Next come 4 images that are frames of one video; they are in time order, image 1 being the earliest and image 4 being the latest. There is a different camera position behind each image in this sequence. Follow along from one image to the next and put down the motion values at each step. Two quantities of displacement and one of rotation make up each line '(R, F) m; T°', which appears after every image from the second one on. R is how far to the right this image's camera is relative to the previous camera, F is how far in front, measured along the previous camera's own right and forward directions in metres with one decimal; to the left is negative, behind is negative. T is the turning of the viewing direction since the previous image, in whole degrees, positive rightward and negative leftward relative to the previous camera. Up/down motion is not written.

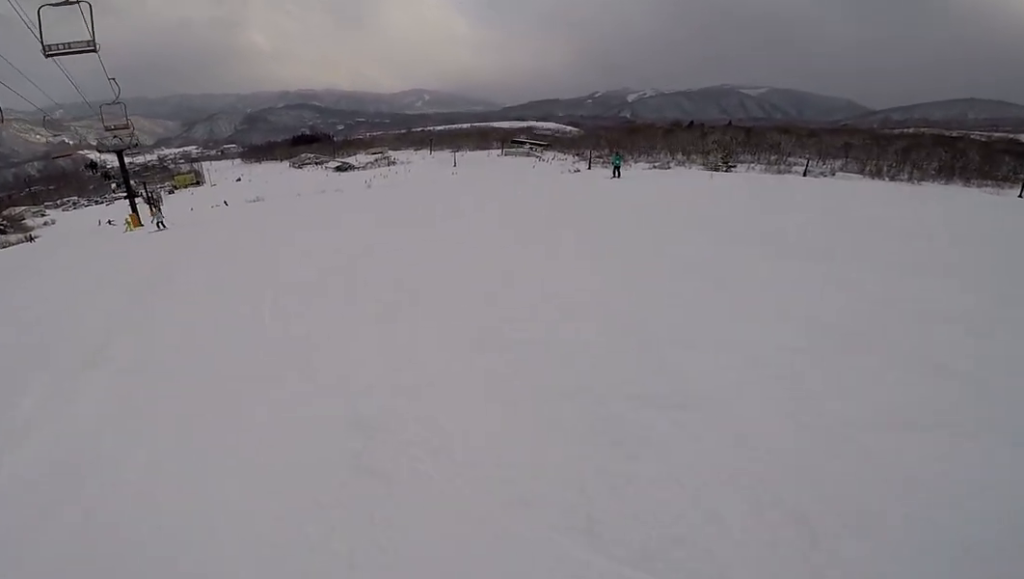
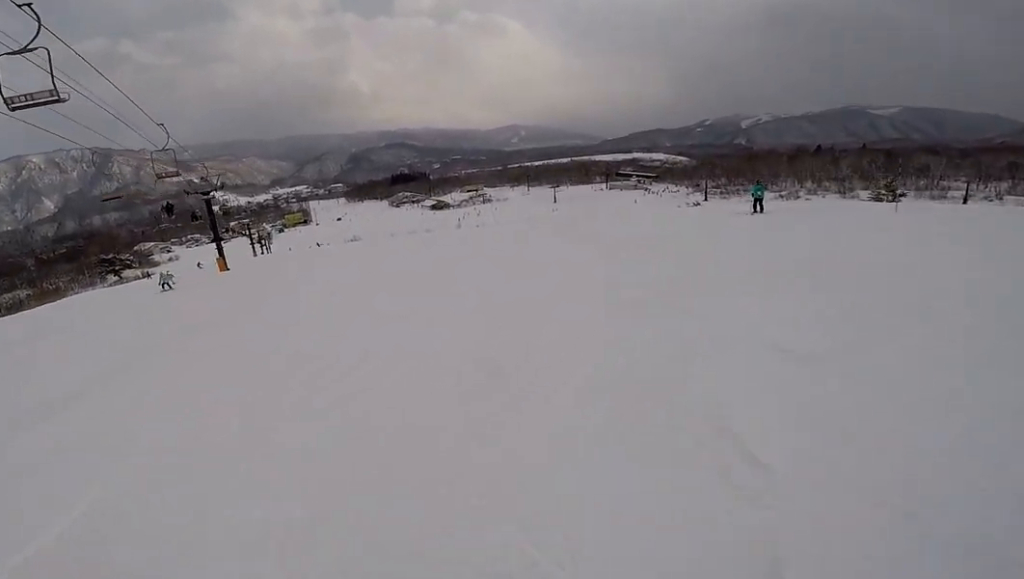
(-1.2, +4.4) m; -11°
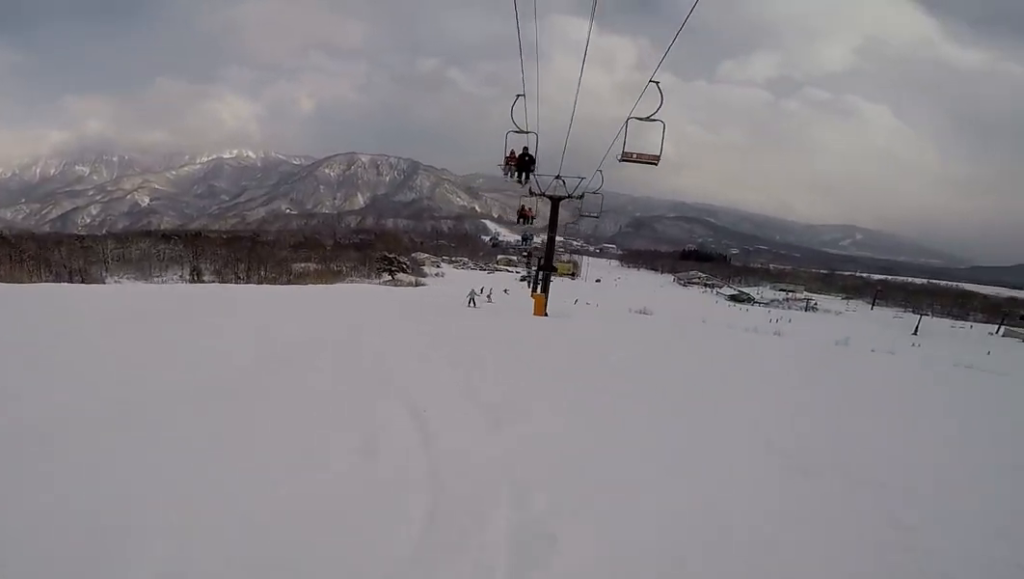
(-10.7, +12.6) m; -40°
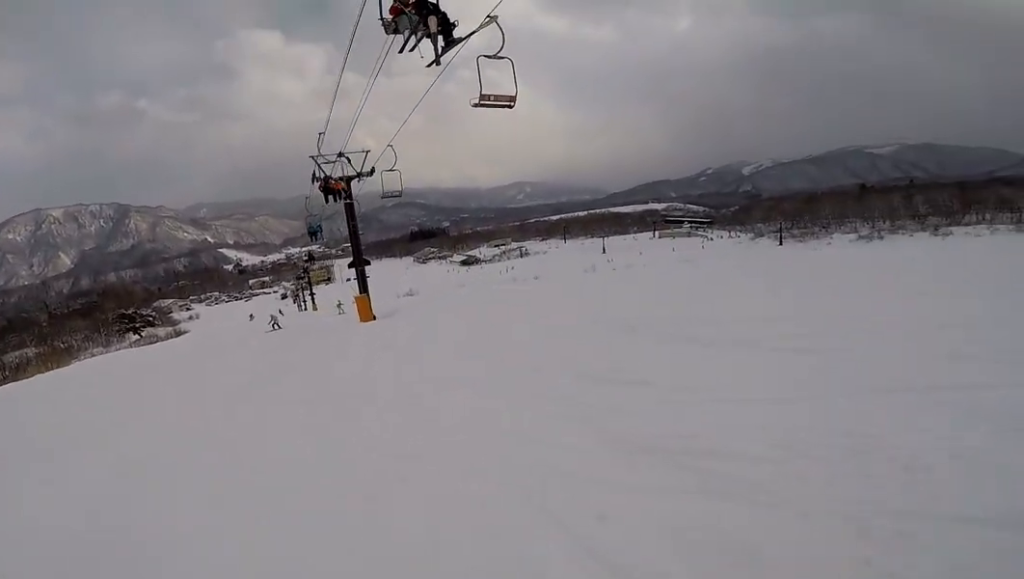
(+3.2, +5.6) m; +55°
